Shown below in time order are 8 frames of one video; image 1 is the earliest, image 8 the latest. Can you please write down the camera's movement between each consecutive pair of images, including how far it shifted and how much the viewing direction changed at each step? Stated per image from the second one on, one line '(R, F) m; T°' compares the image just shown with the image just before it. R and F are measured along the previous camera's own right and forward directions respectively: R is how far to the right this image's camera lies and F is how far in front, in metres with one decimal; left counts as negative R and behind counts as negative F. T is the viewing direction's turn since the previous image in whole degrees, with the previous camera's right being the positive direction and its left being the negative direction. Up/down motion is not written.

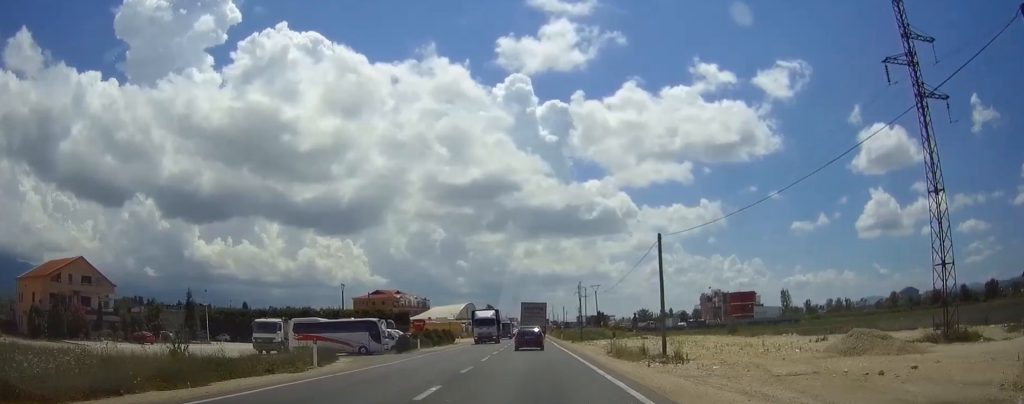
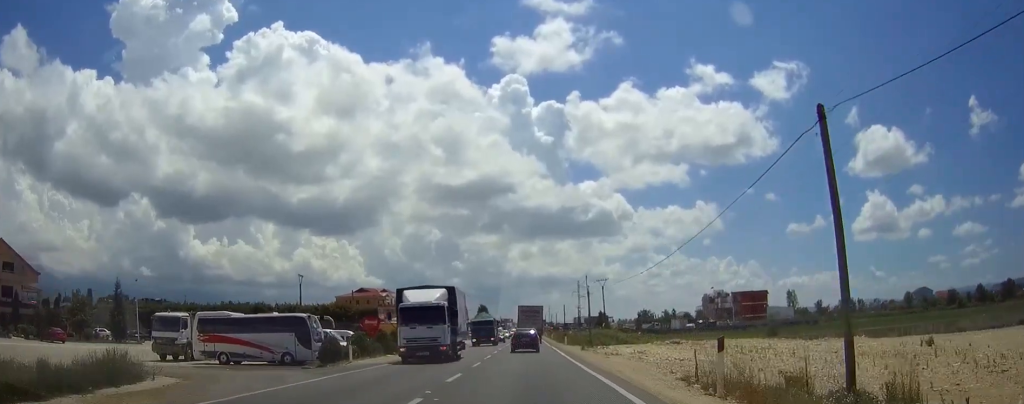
(+0.1, +17.3) m; 0°
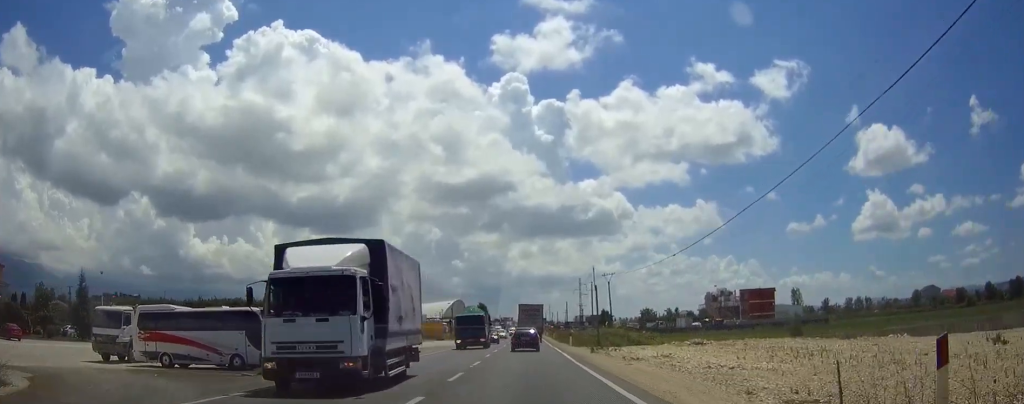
(0.0, +7.2) m; 0°
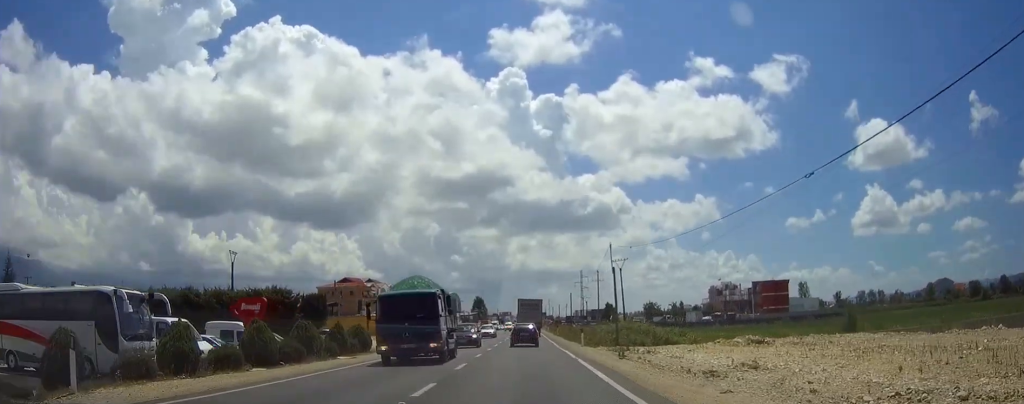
(0.0, +12.6) m; 0°
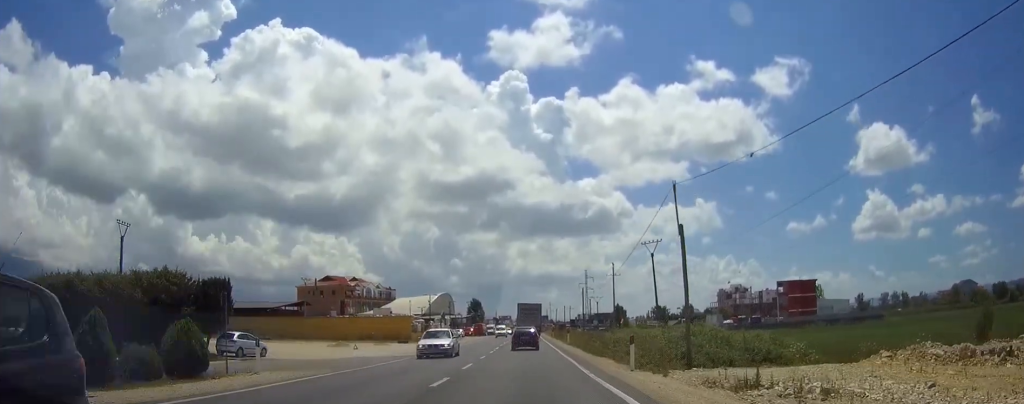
(+0.1, +19.7) m; 0°
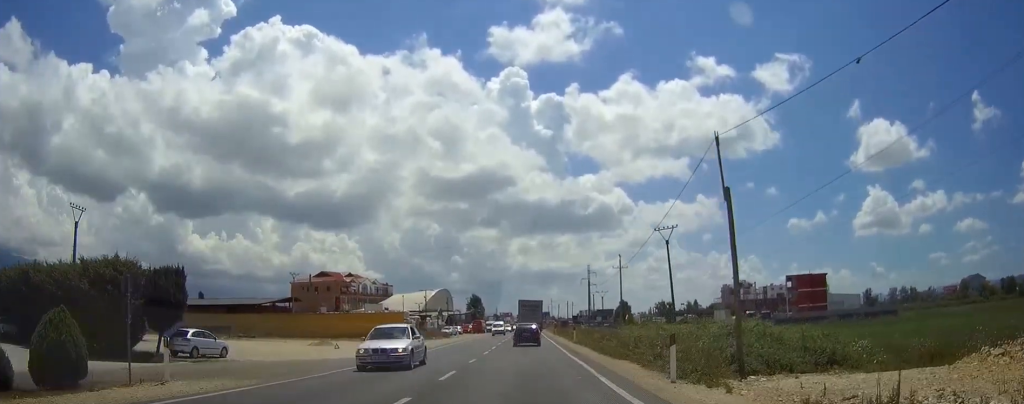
(0.0, +6.0) m; 0°
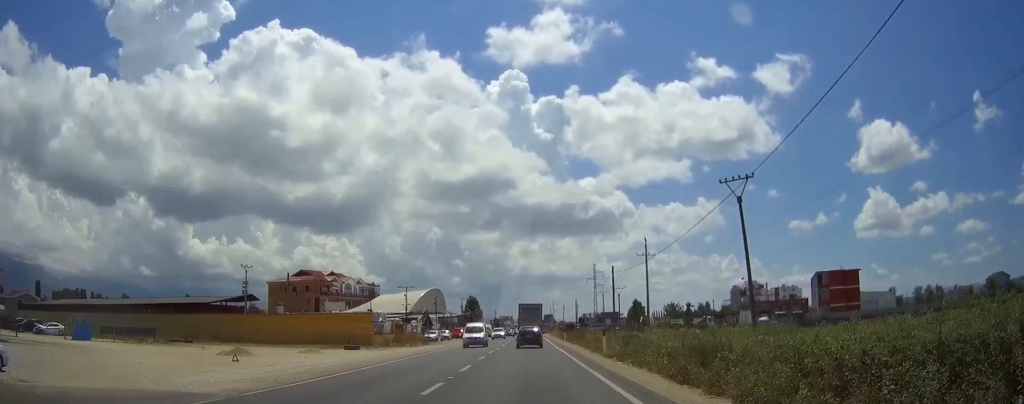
(-0.1, +18.4) m; 0°
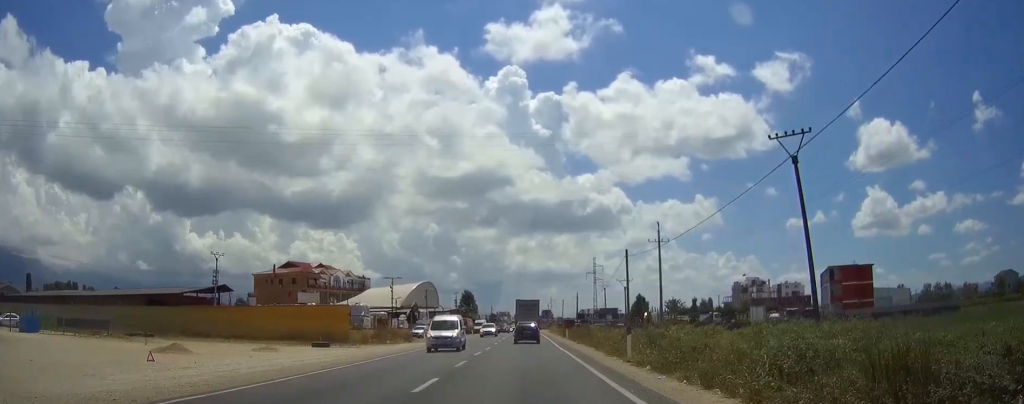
(0.0, +8.0) m; 0°
